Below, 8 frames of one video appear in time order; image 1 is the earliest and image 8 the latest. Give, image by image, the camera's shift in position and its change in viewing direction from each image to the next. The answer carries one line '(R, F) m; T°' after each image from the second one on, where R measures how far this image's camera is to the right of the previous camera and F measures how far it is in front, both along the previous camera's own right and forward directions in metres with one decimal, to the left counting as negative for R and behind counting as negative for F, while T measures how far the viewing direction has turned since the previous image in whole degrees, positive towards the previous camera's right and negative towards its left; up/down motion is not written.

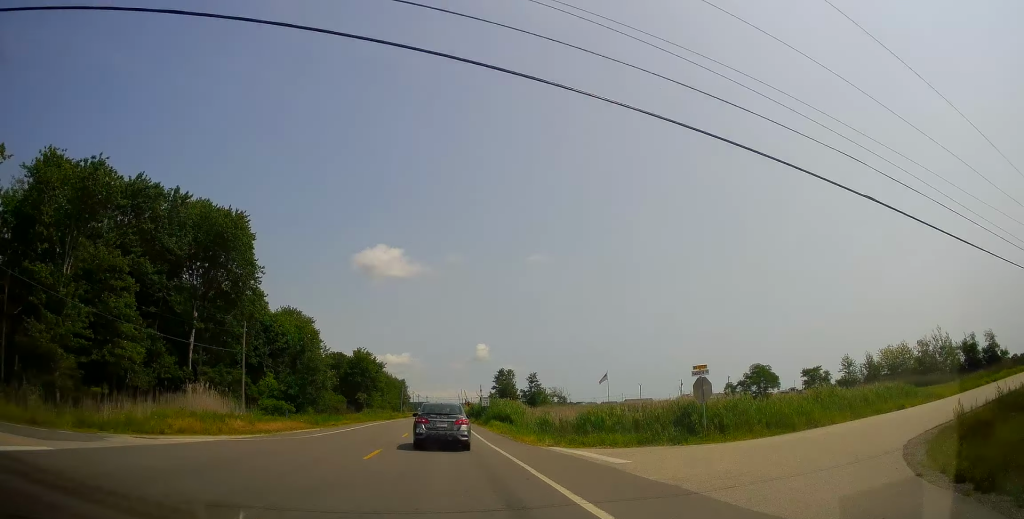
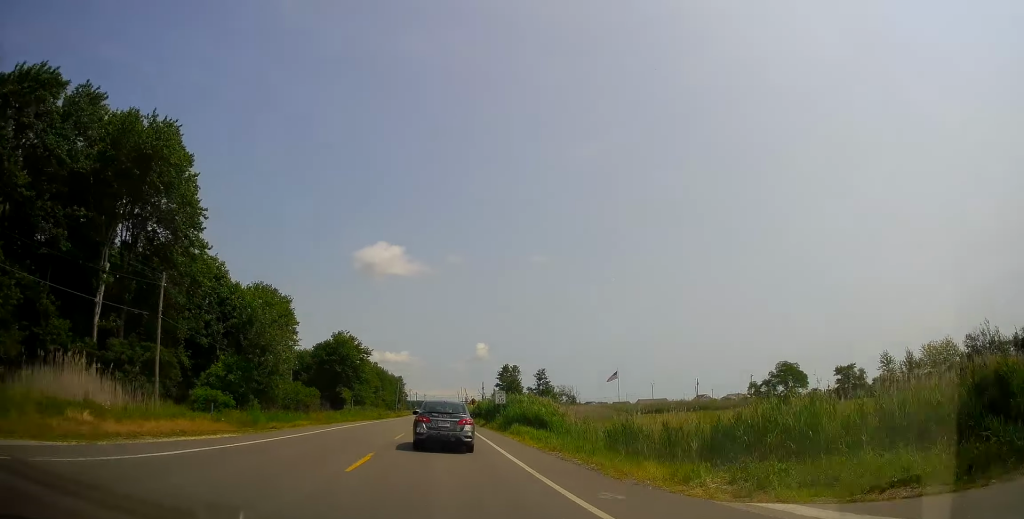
(+0.4, +15.1) m; 0°
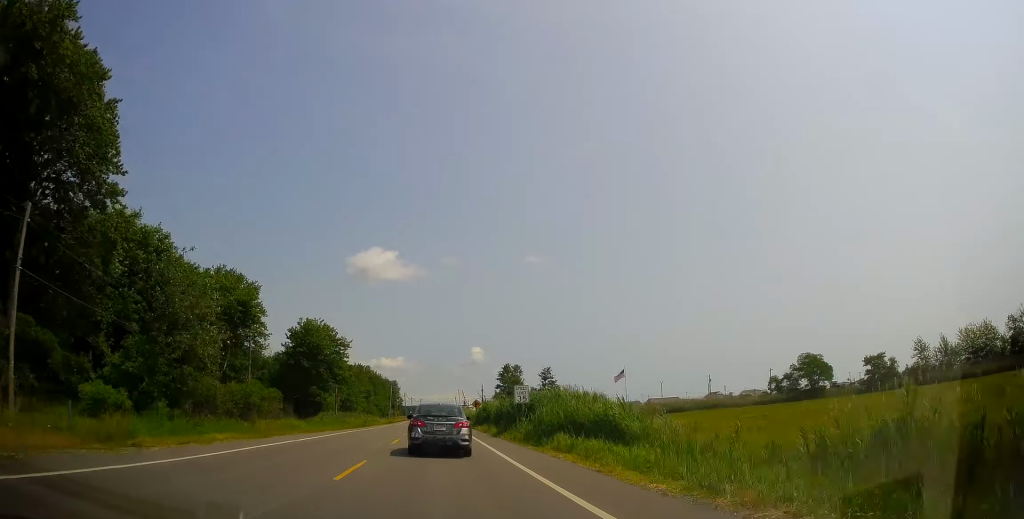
(-0.1, +12.9) m; -2°
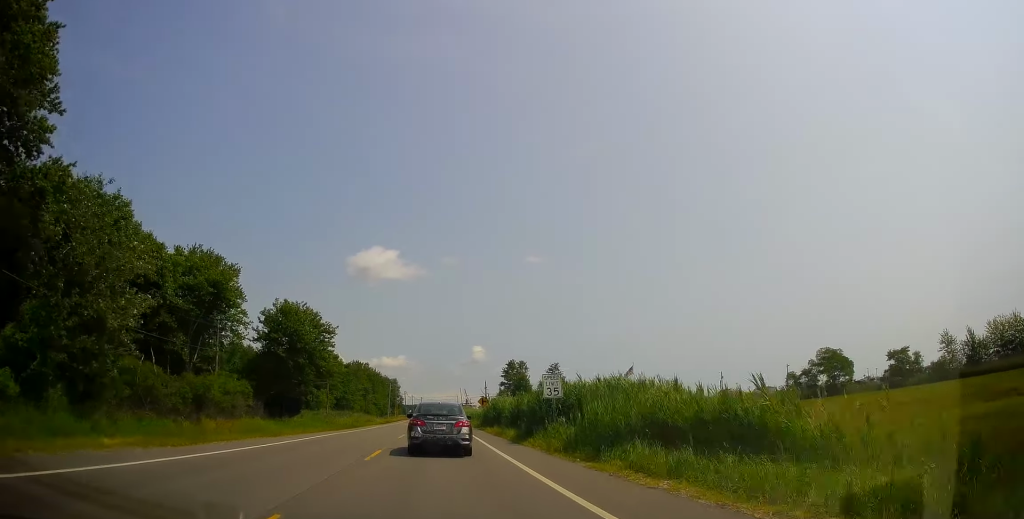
(-0.2, +7.8) m; -1°
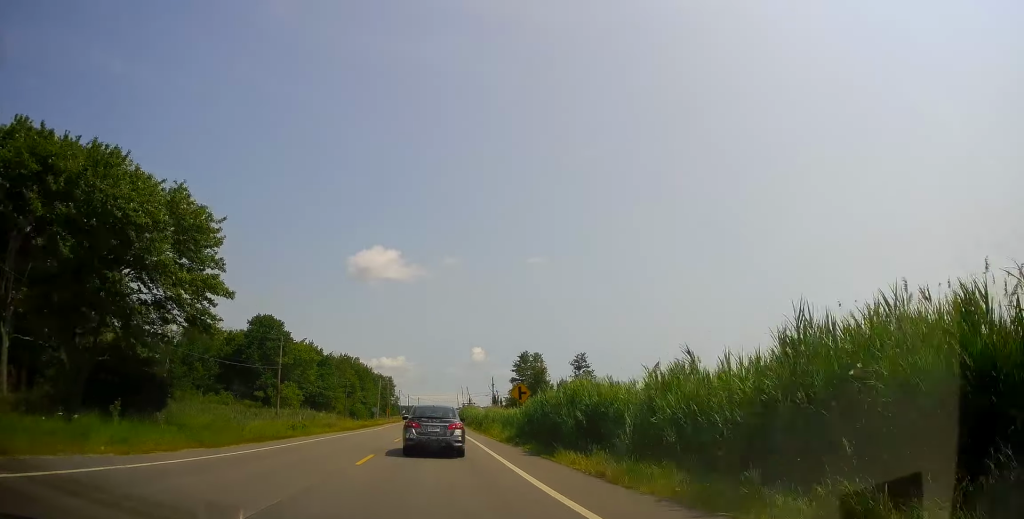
(-0.3, +25.4) m; +1°
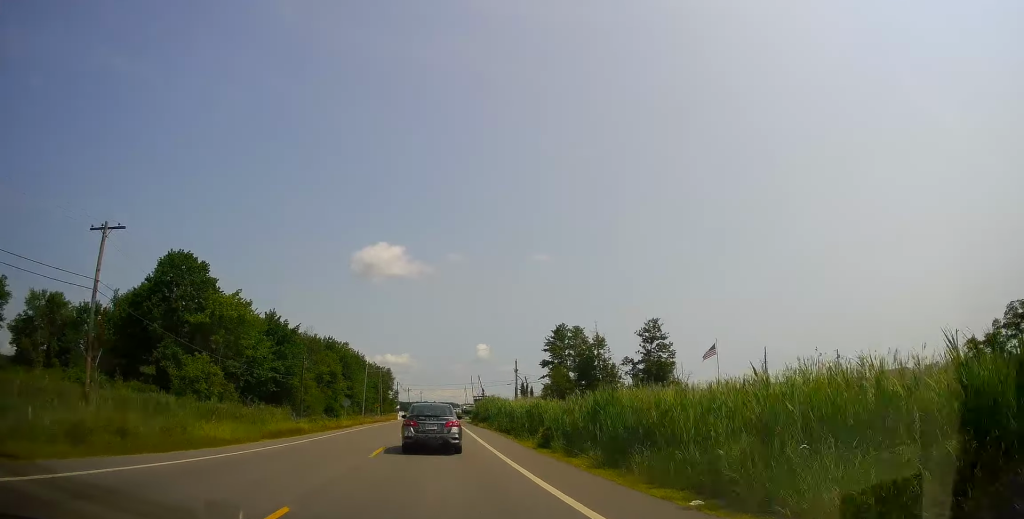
(+0.7, +34.7) m; 0°
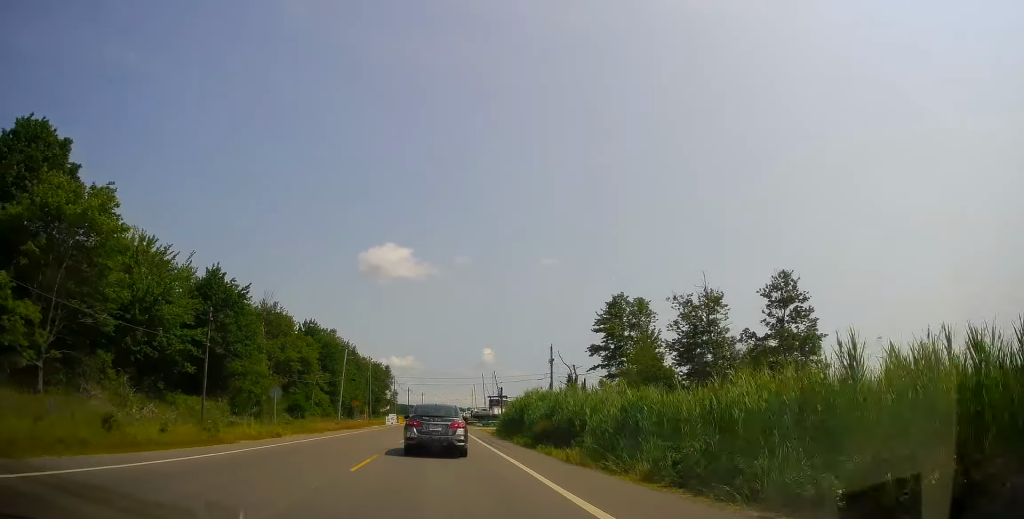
(-0.7, +28.6) m; -2°
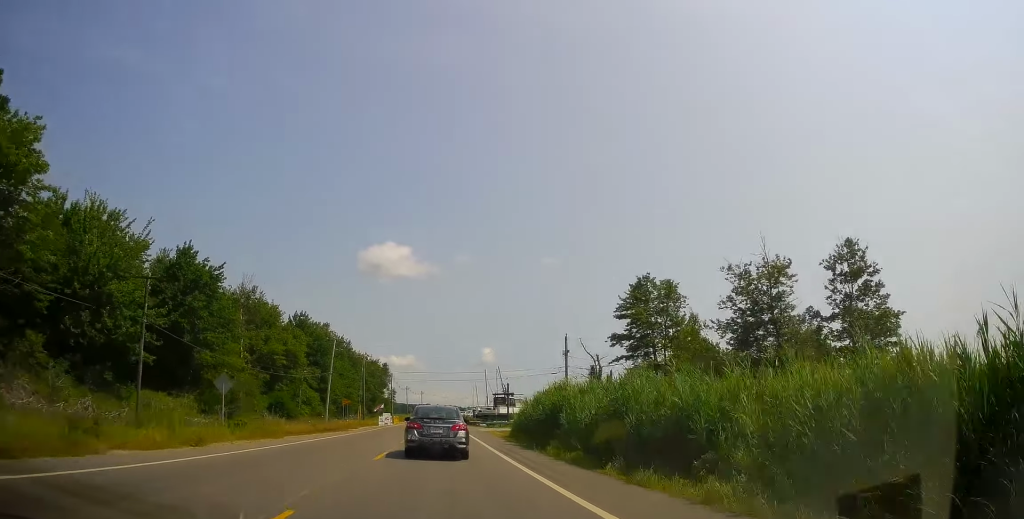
(-0.1, +8.7) m; 0°
